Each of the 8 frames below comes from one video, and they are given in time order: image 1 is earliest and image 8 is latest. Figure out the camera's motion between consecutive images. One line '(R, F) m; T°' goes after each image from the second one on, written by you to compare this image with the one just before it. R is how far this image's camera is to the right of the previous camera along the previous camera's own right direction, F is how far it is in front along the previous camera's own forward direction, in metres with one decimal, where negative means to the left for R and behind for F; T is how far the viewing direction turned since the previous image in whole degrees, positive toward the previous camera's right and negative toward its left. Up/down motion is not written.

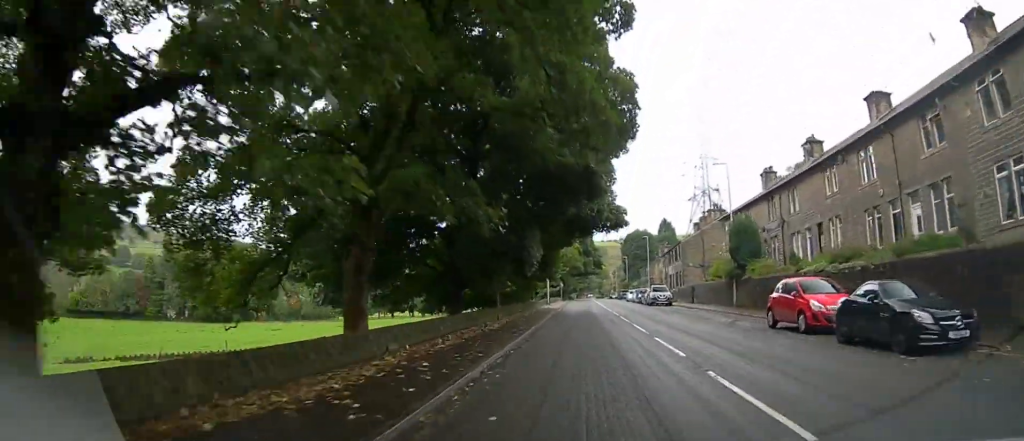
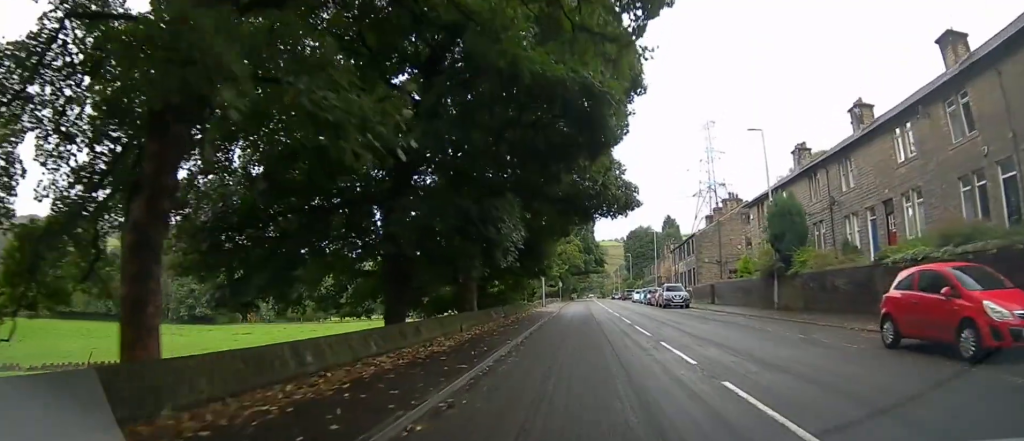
(-0.1, +7.1) m; 0°
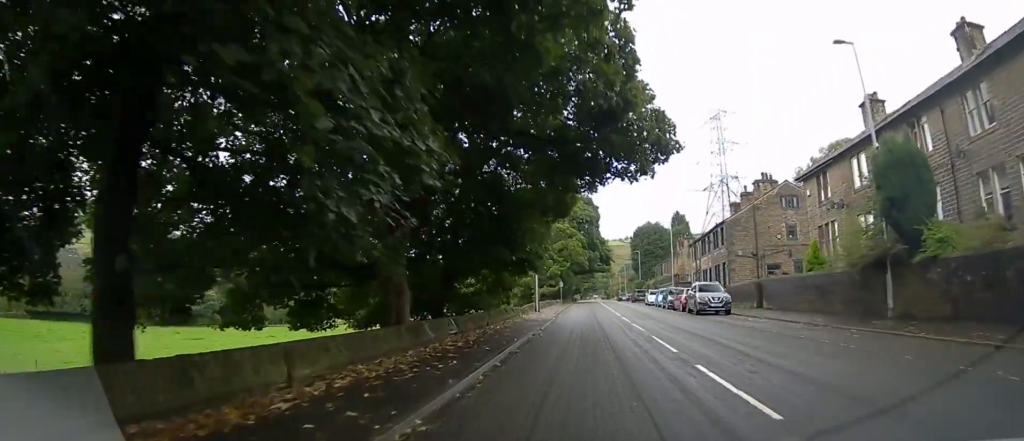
(-0.1, +10.1) m; -1°
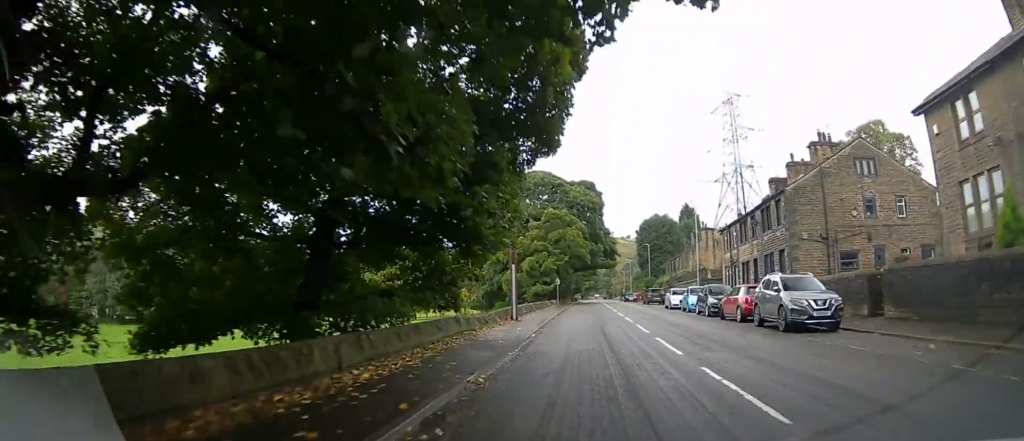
(-0.1, +12.4) m; 0°
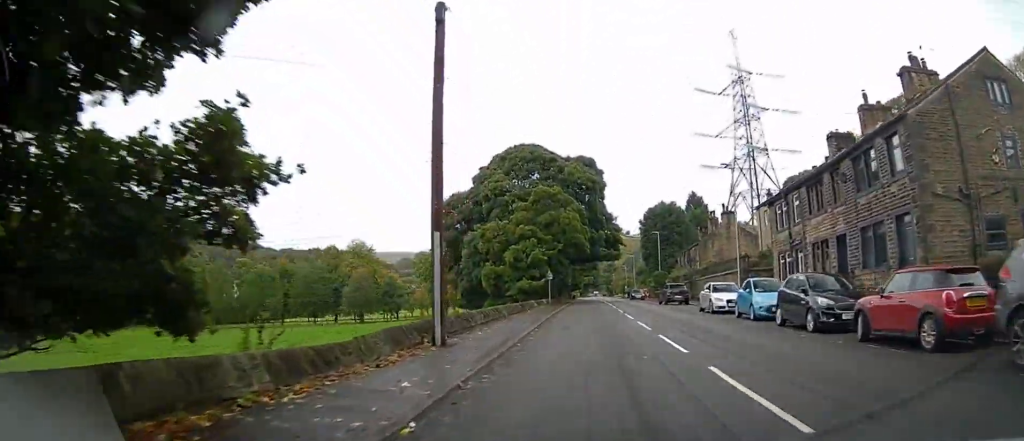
(0.0, +12.4) m; 0°
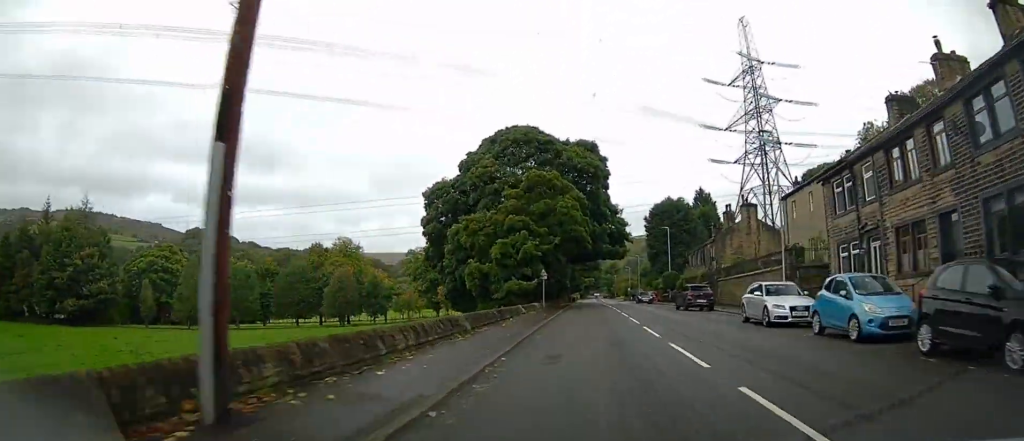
(0.0, +7.6) m; 0°
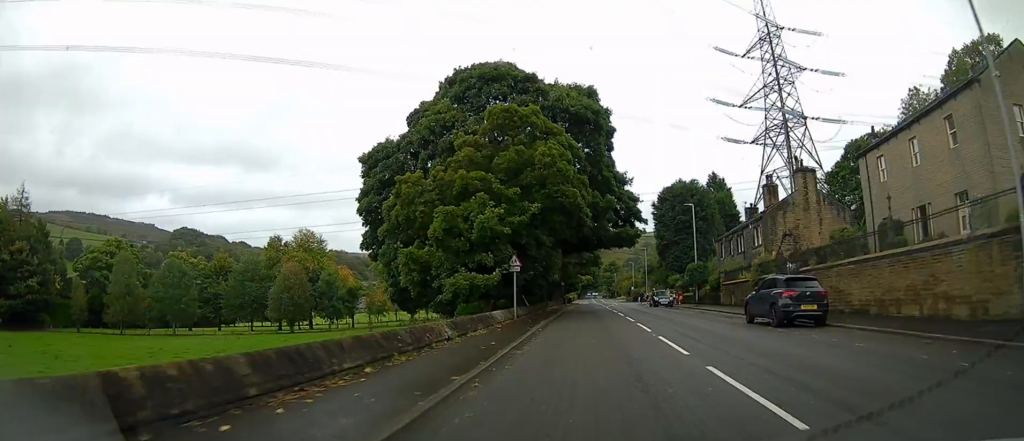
(0.0, +16.2) m; 0°
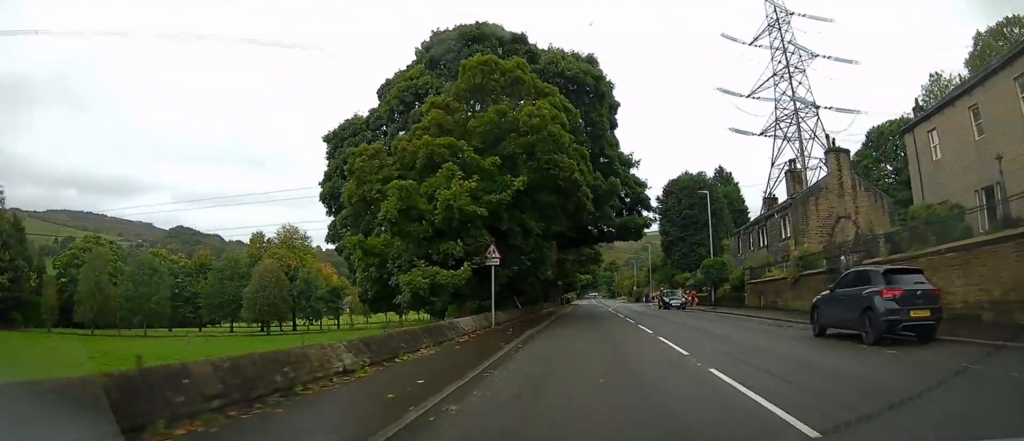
(0.0, +6.1) m; 0°
